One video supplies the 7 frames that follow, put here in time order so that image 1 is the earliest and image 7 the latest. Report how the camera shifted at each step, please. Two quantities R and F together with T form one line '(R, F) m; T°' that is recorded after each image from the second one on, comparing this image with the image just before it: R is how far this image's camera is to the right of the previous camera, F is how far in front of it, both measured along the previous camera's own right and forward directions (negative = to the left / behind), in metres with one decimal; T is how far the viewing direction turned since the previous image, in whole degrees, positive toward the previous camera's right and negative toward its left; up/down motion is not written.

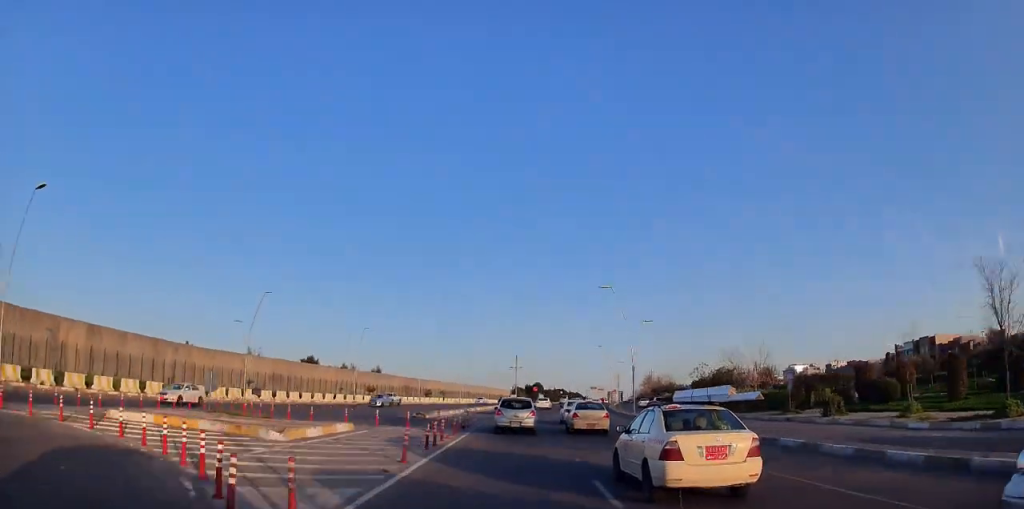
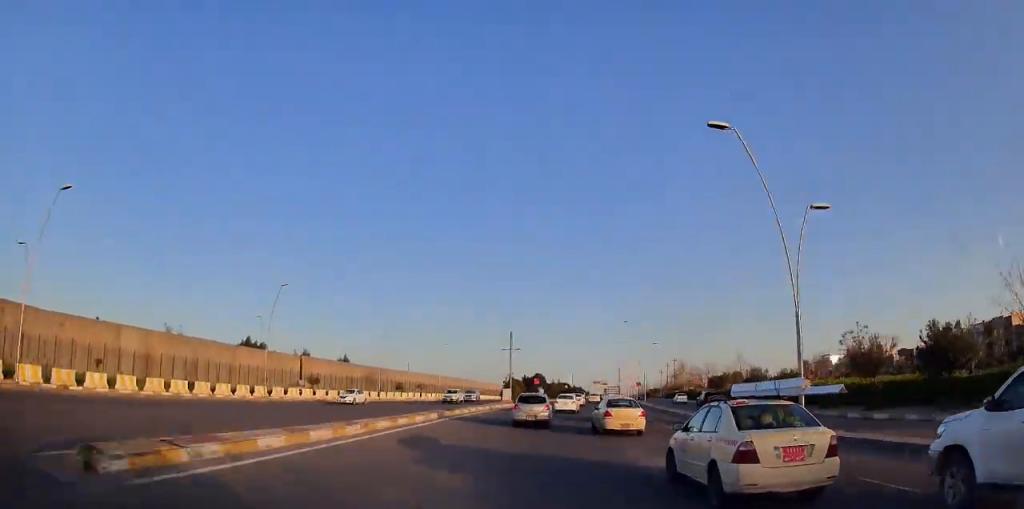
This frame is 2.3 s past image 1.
(+1.0, +32.0) m; +3°
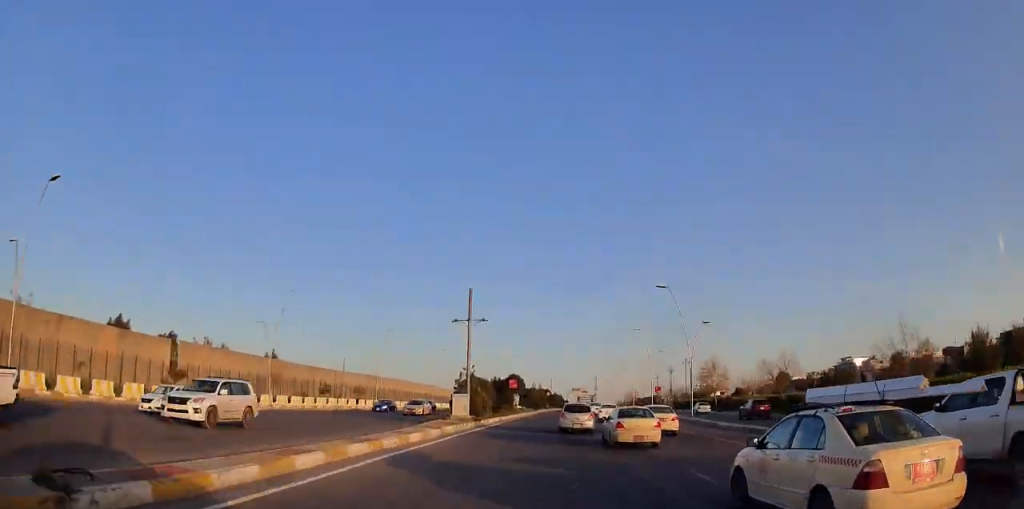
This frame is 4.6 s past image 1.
(+0.5, +32.0) m; +2°
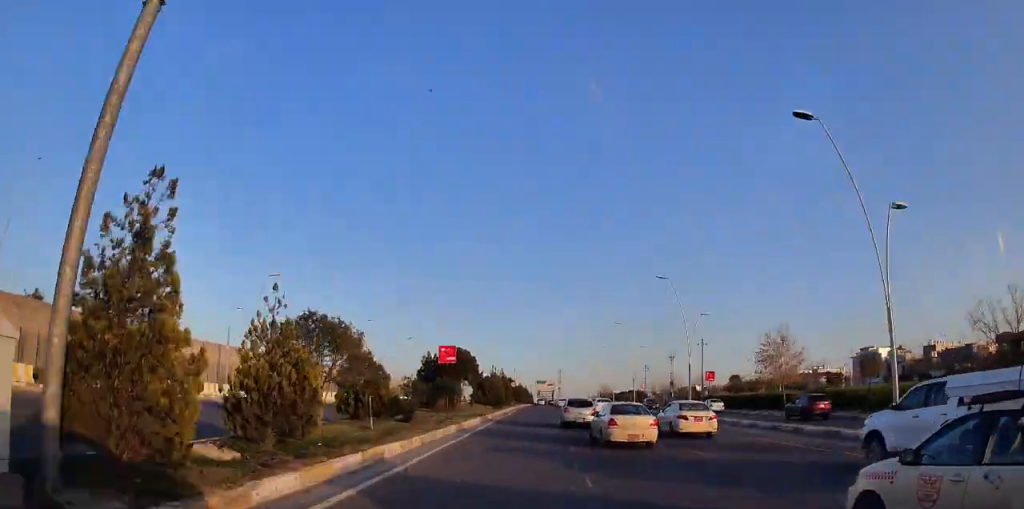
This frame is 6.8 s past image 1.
(+0.8, +30.5) m; +3°
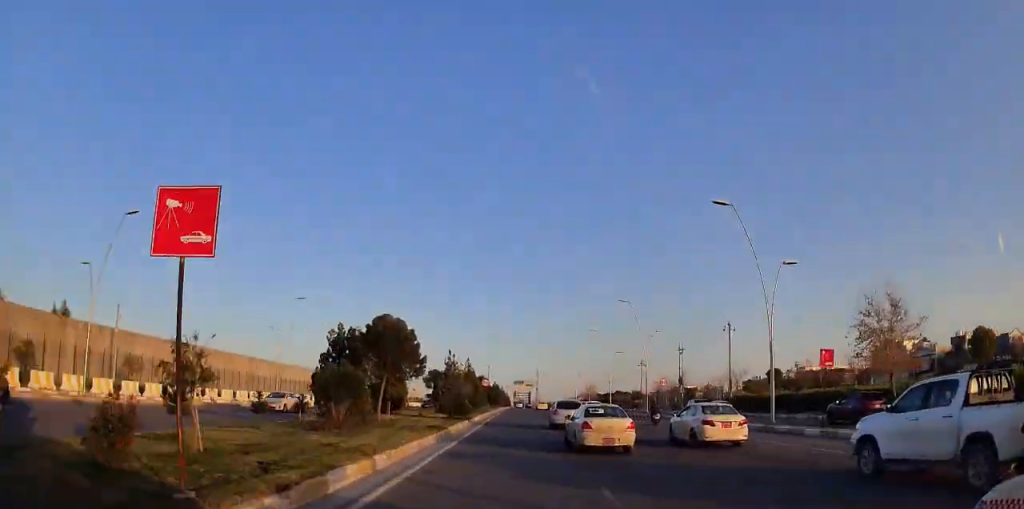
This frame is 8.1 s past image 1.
(0.0, +18.0) m; +2°
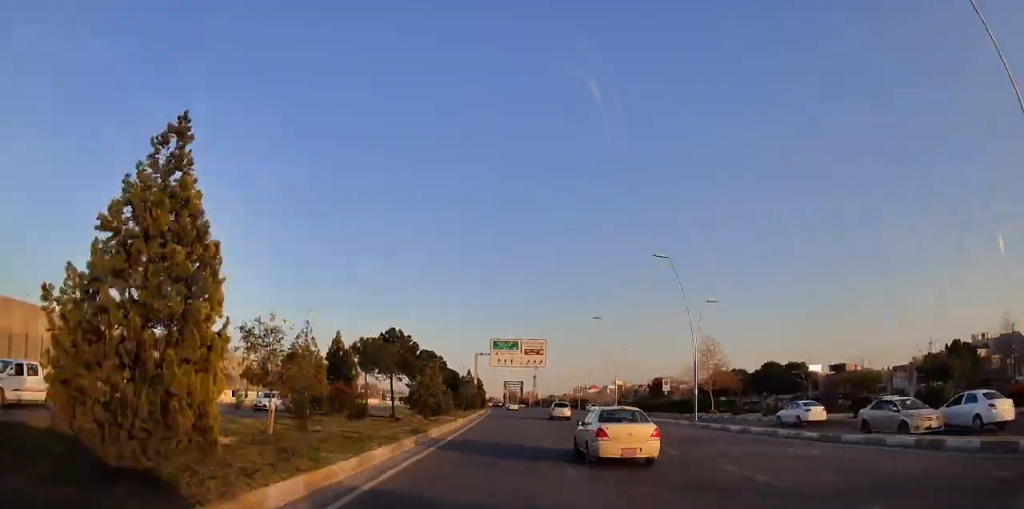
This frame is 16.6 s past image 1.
(+2.9, +131.1) m; +1°
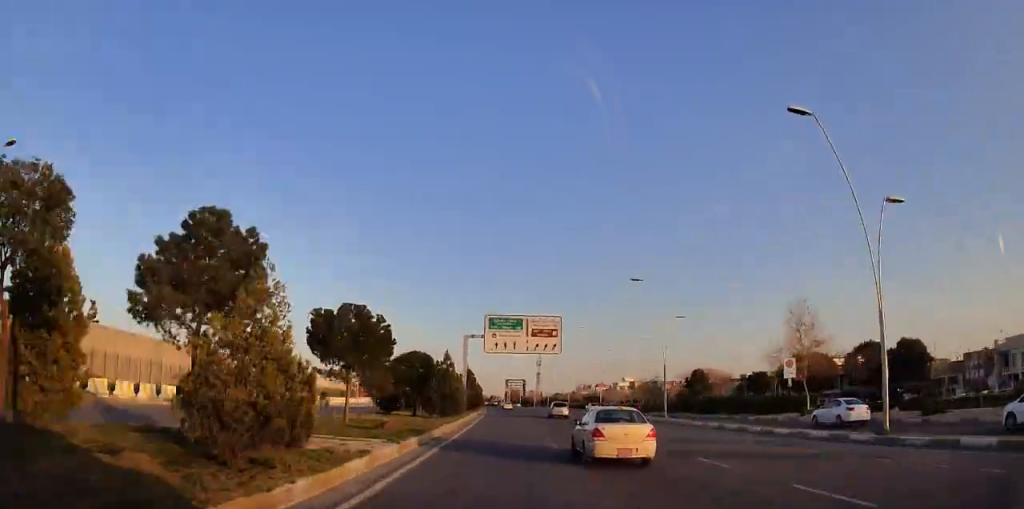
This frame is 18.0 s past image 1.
(0.0, +22.5) m; 0°
